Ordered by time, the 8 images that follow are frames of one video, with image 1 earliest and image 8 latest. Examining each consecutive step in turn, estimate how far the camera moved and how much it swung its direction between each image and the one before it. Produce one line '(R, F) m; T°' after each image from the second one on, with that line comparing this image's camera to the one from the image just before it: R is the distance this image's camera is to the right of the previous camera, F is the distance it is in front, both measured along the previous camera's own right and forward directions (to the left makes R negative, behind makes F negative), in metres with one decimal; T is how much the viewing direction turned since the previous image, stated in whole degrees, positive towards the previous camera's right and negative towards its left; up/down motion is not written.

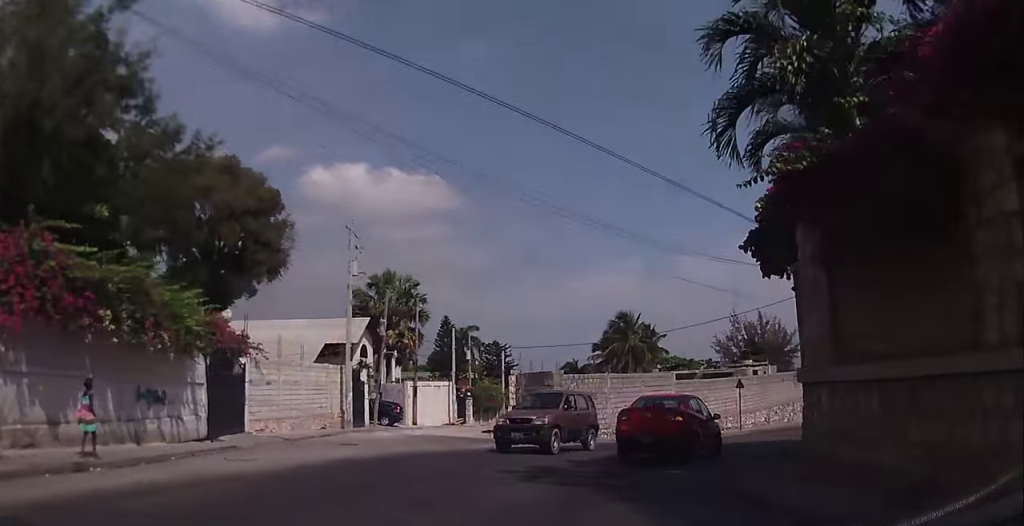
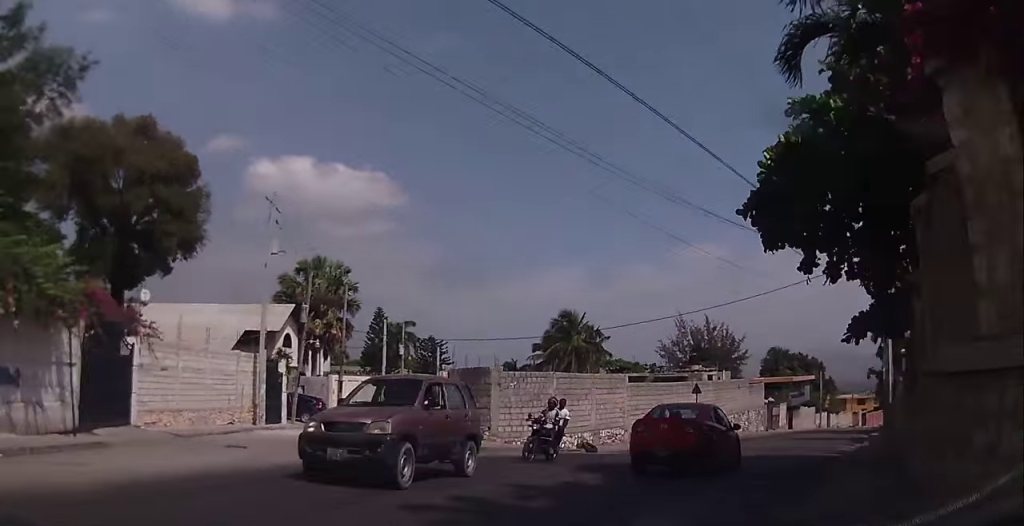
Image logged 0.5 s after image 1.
(0.0, +4.0) m; +4°
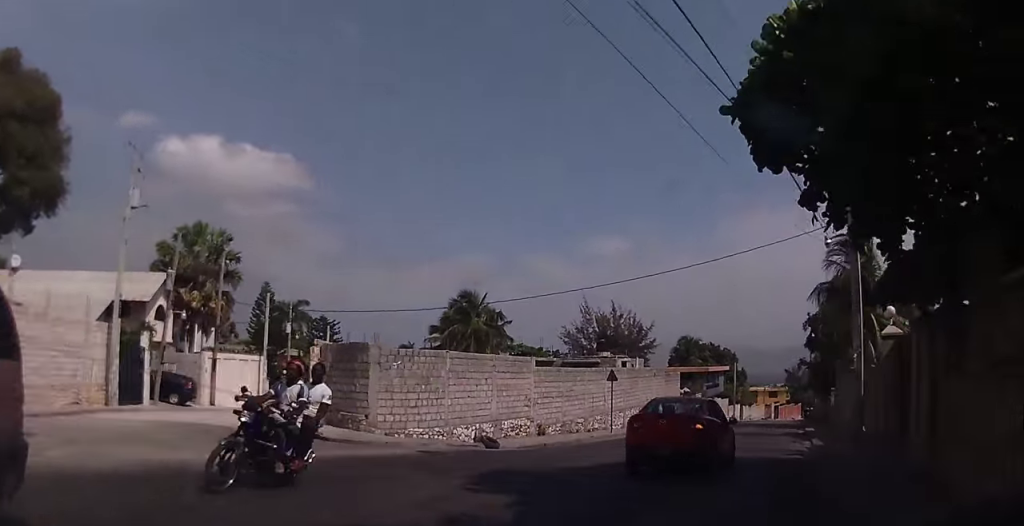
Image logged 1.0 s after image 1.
(+0.2, +4.5) m; +8°
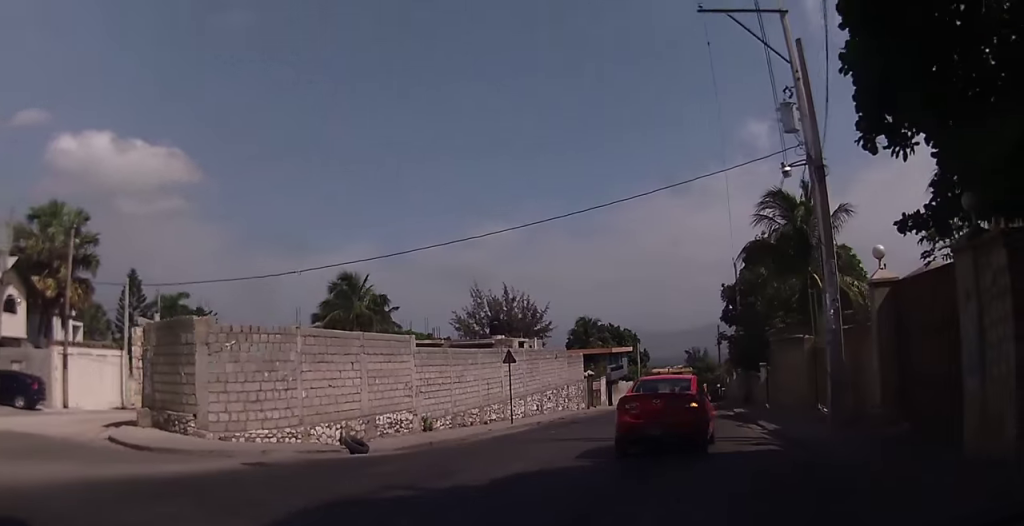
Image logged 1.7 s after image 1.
(+0.4, +4.9) m; +8°
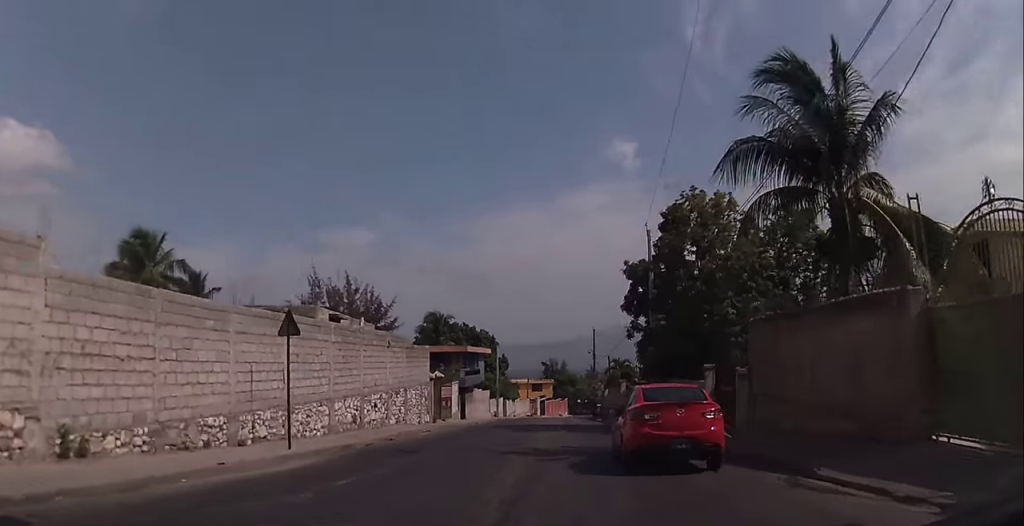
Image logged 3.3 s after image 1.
(+1.6, +12.8) m; +13°
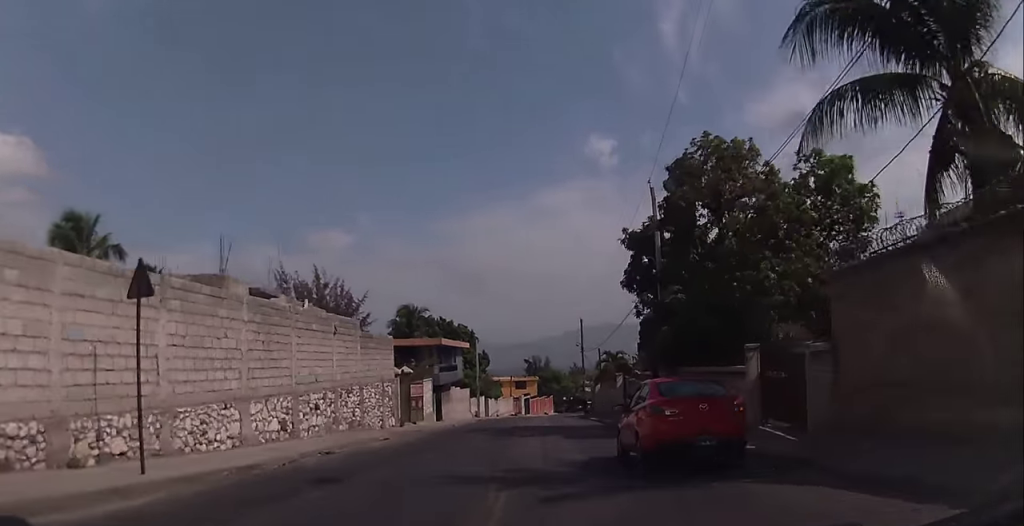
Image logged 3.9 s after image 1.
(+0.5, +5.8) m; +3°
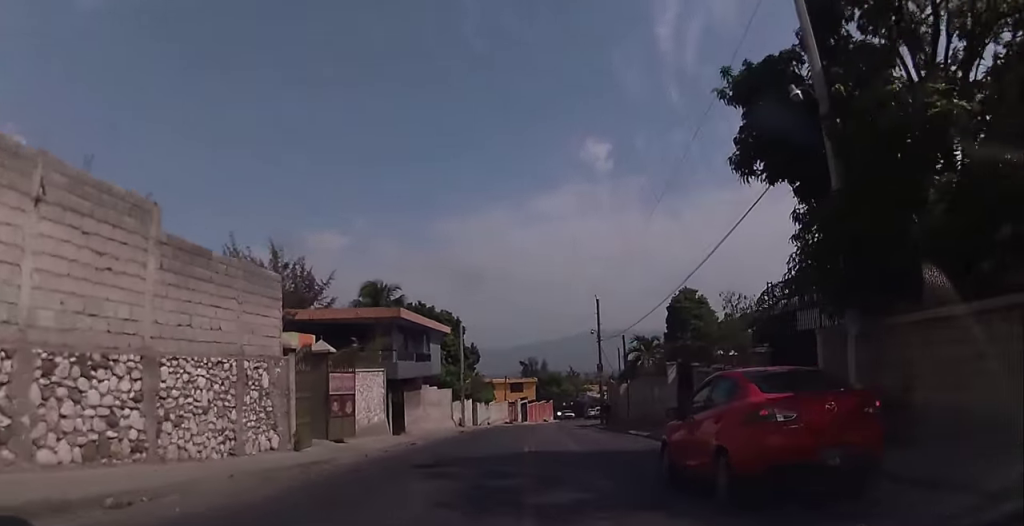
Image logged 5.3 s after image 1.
(+0.5, +13.8) m; +2°
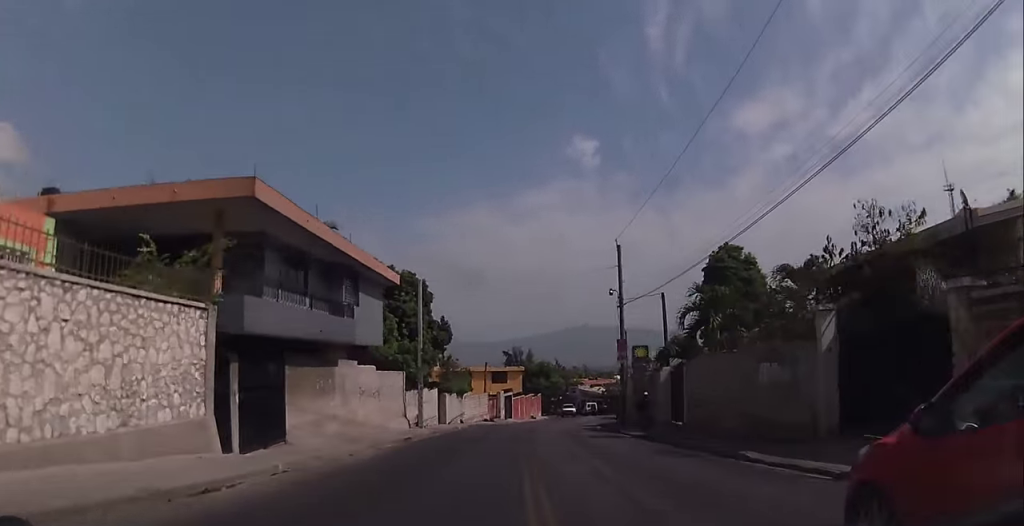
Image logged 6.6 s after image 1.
(+0.2, +14.6) m; +3°
